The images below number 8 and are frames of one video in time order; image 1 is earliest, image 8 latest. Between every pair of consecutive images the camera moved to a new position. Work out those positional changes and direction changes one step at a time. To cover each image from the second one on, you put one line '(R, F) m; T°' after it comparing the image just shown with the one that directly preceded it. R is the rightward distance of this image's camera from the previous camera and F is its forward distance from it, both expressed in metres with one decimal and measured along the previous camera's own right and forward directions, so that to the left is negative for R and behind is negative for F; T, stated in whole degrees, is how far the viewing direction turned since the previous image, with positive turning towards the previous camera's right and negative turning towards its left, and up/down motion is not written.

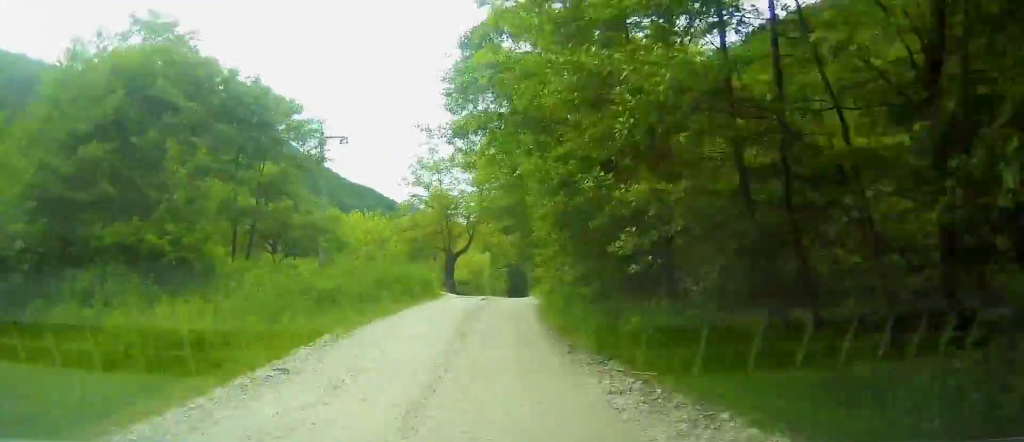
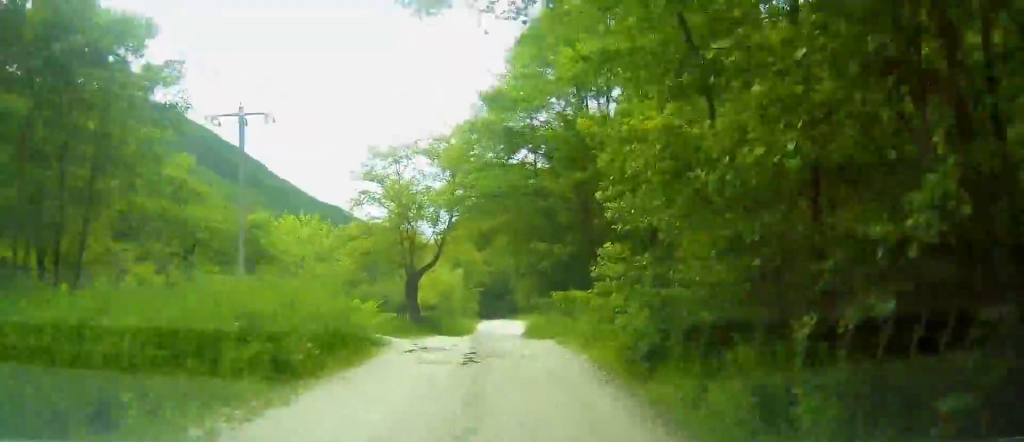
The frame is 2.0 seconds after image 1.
(+0.4, +12.3) m; +2°
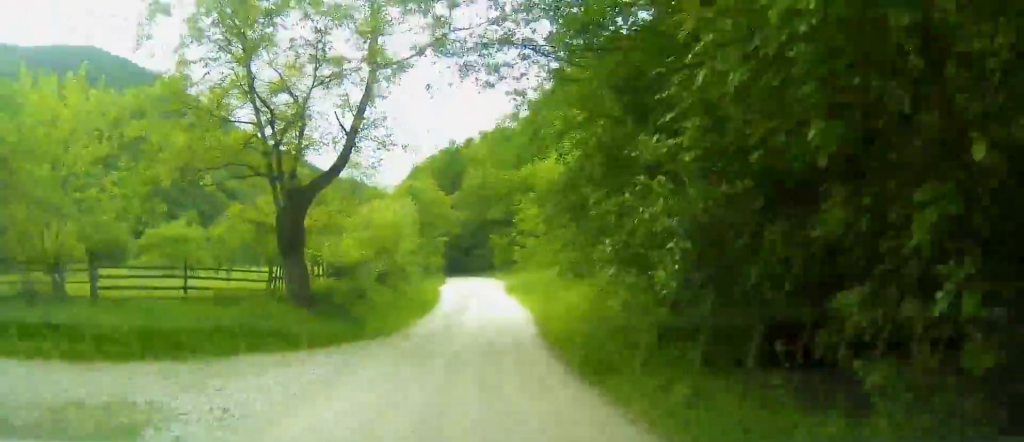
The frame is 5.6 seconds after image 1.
(+0.8, +22.9) m; +2°
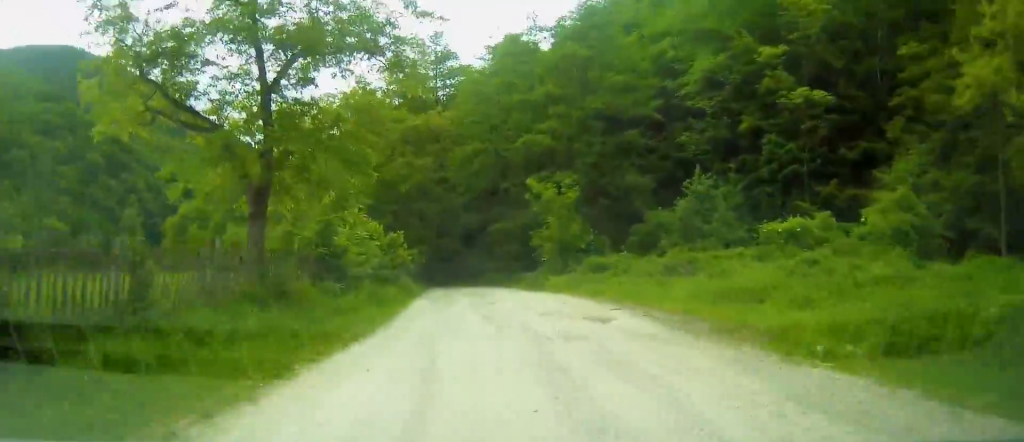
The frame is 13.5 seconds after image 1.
(-0.1, +56.4) m; -3°
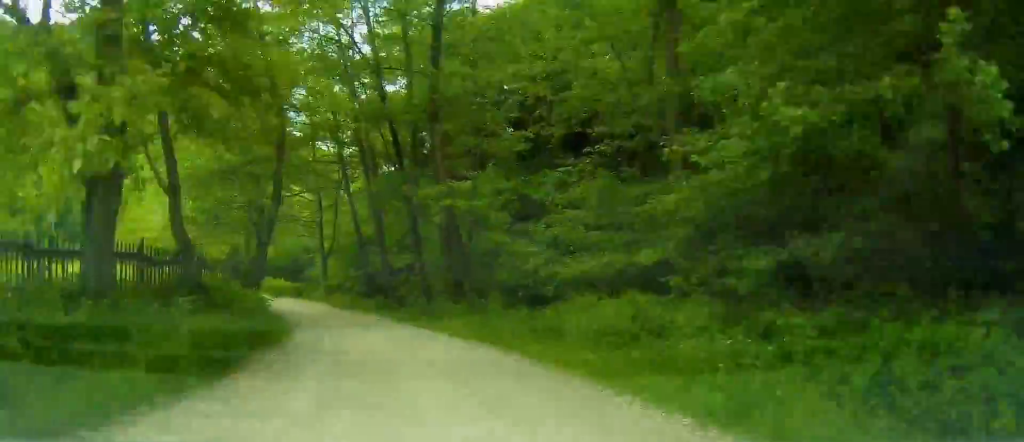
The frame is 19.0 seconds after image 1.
(-3.0, +43.6) m; -17°
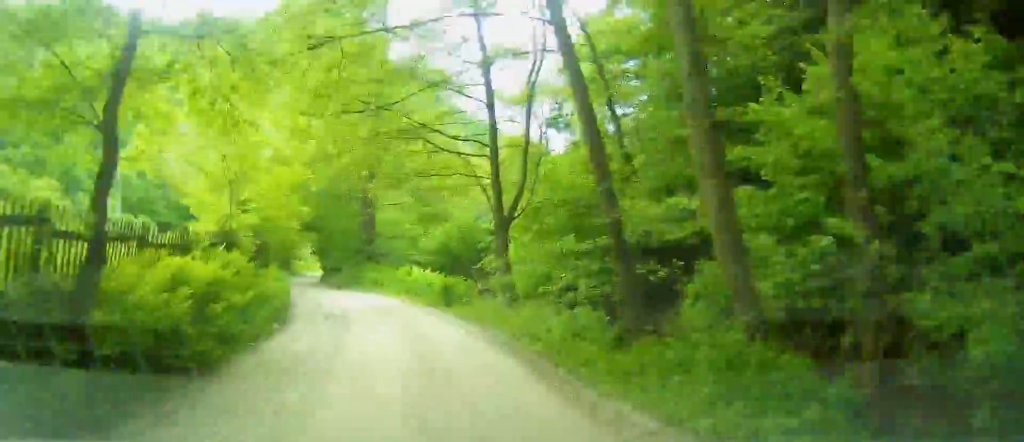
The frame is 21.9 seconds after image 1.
(-3.7, +25.2) m; -10°
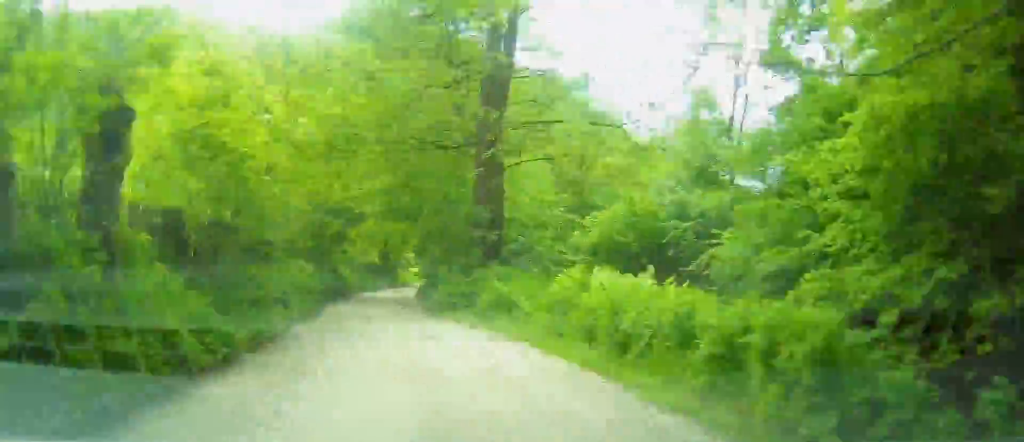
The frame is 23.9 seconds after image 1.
(-1.2, +17.4) m; -6°
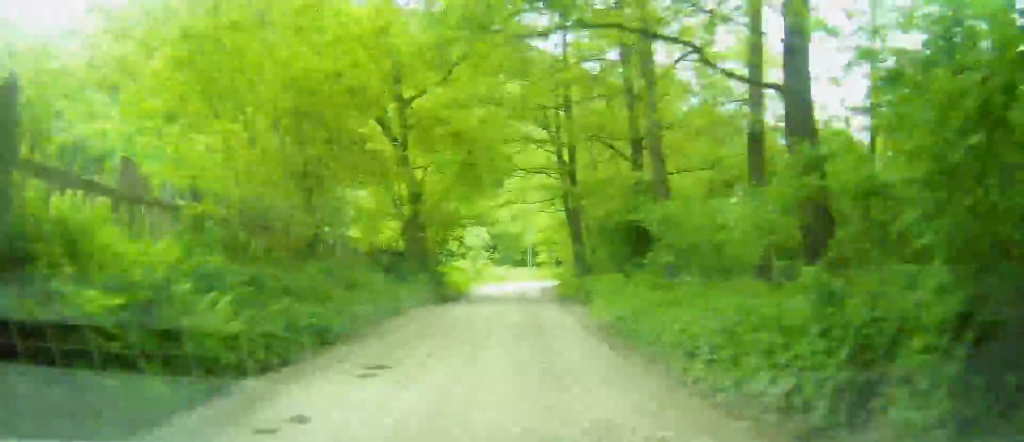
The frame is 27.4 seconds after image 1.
(-1.0, +33.8) m; +2°
